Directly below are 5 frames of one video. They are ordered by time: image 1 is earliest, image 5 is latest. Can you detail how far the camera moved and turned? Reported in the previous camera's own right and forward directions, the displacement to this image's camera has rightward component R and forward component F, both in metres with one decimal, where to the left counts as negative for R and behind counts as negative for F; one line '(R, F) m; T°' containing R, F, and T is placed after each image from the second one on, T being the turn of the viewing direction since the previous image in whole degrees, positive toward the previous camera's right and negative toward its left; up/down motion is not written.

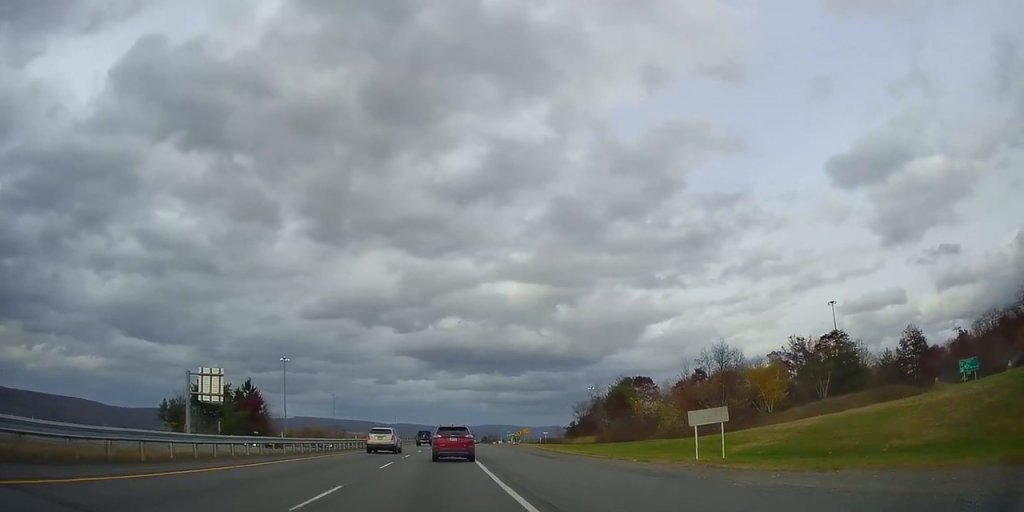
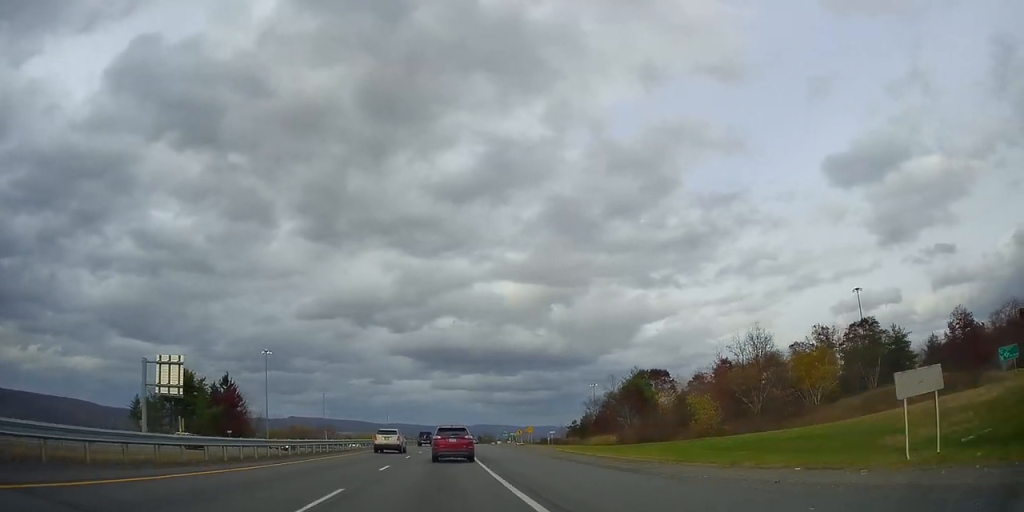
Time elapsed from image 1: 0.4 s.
(+0.1, +12.5) m; 0°
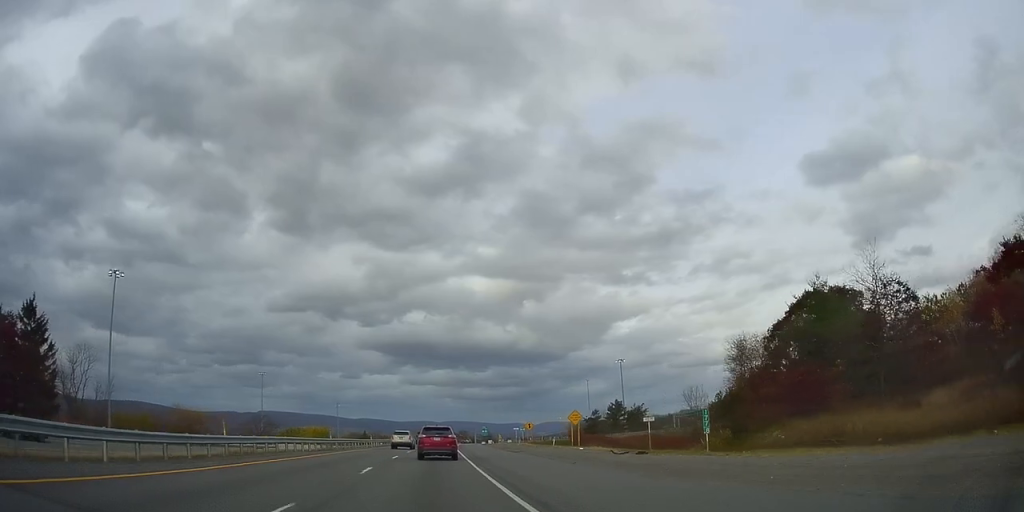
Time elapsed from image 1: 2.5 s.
(+0.3, +63.5) m; +2°
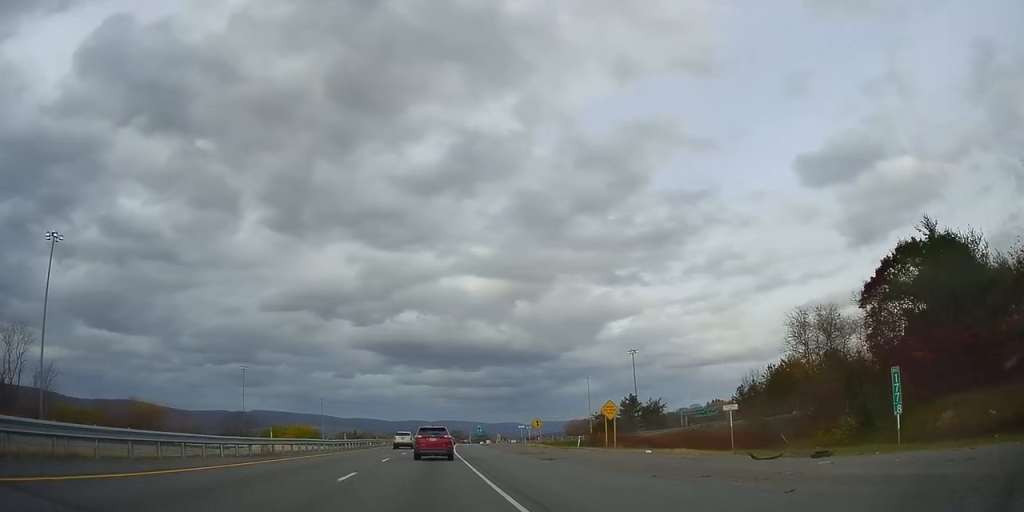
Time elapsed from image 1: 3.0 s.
(+0.2, +15.5) m; +1°
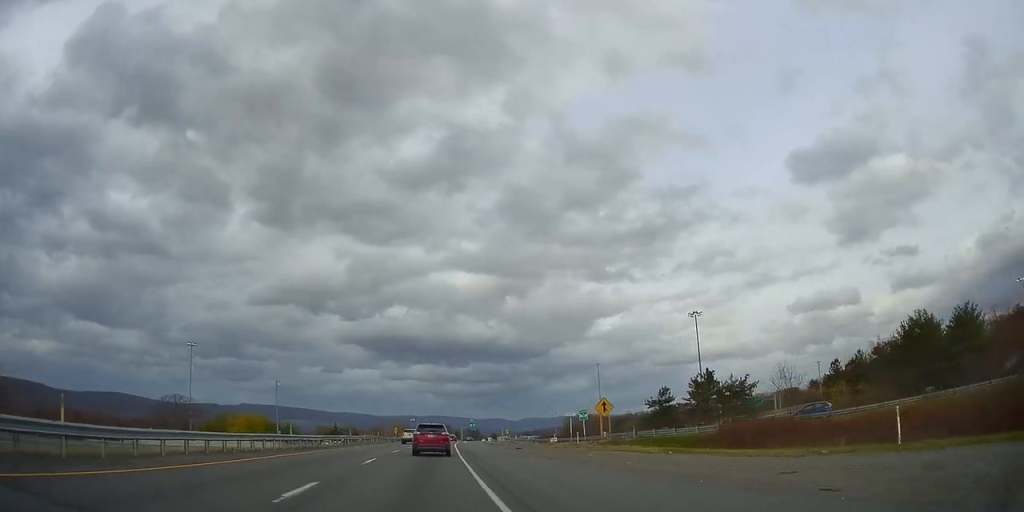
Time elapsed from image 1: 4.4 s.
(+0.7, +41.4) m; +1°
